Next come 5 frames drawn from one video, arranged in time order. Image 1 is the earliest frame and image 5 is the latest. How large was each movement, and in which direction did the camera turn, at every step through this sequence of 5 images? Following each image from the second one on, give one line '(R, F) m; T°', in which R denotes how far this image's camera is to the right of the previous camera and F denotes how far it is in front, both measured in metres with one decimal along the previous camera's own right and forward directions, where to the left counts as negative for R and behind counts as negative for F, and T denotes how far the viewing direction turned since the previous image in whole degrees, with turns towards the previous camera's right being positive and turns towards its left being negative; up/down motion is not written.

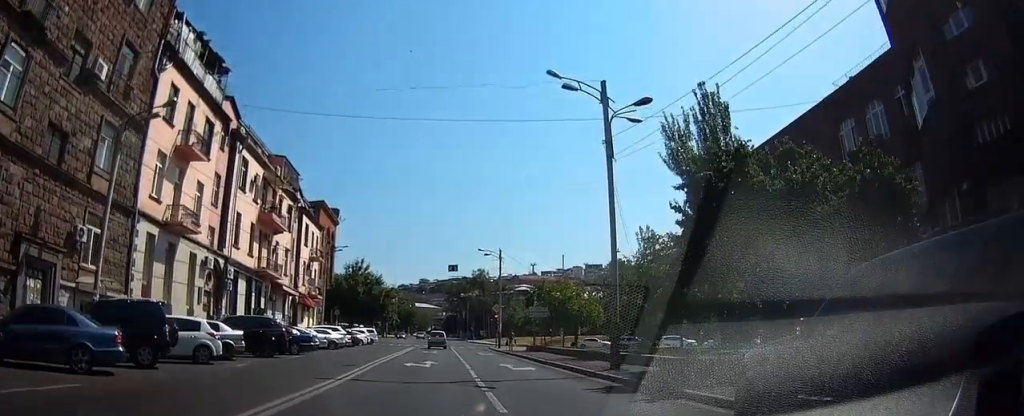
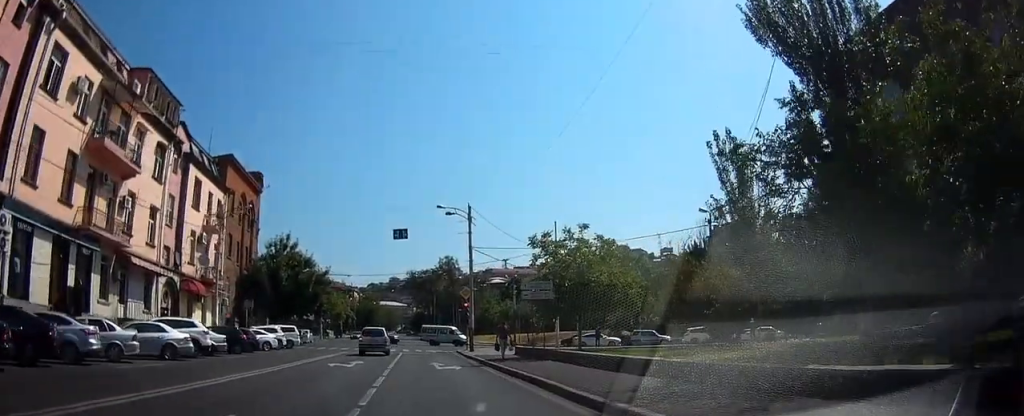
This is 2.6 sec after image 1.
(-0.1, +20.2) m; 0°
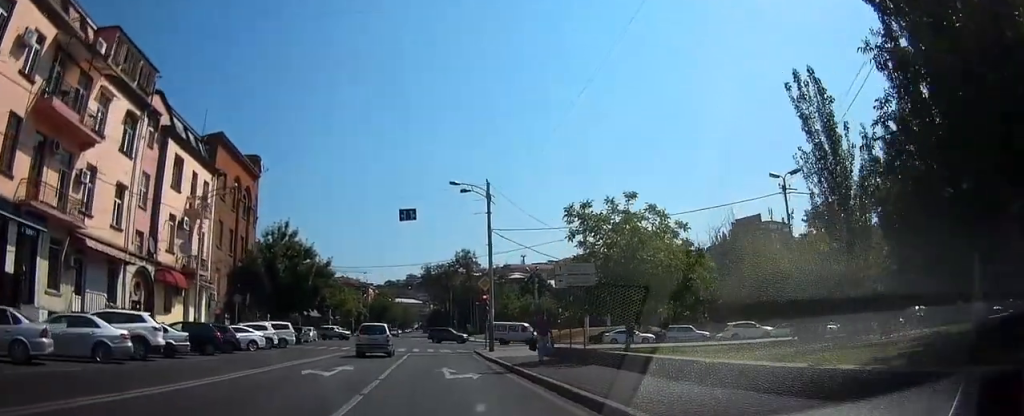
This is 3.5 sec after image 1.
(+0.4, +6.3) m; +2°
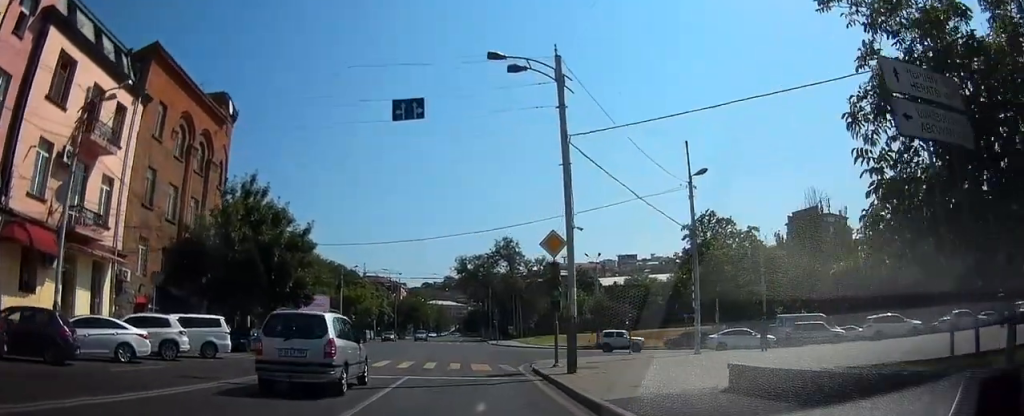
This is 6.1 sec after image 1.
(-0.6, +18.2) m; -9°
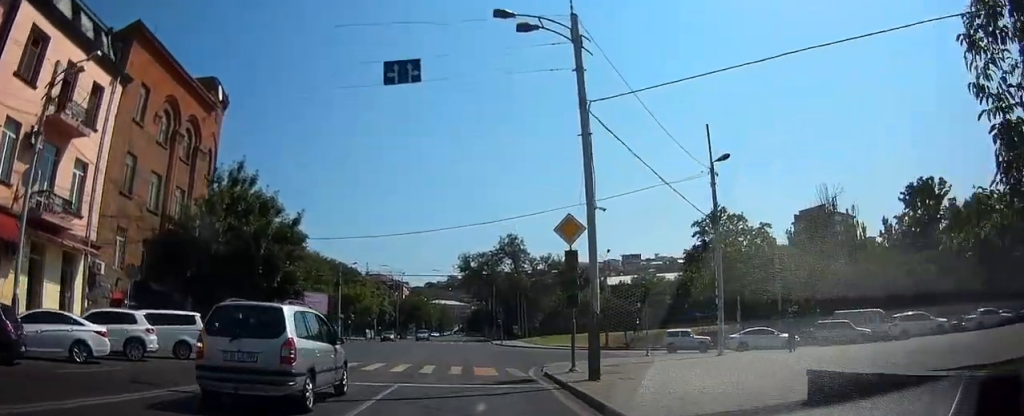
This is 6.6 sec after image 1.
(-0.3, +2.7) m; -2°
